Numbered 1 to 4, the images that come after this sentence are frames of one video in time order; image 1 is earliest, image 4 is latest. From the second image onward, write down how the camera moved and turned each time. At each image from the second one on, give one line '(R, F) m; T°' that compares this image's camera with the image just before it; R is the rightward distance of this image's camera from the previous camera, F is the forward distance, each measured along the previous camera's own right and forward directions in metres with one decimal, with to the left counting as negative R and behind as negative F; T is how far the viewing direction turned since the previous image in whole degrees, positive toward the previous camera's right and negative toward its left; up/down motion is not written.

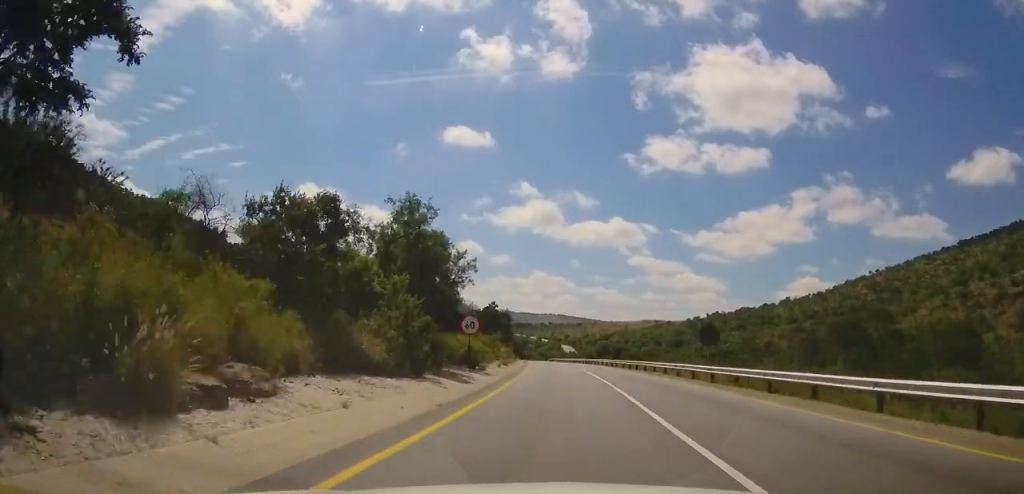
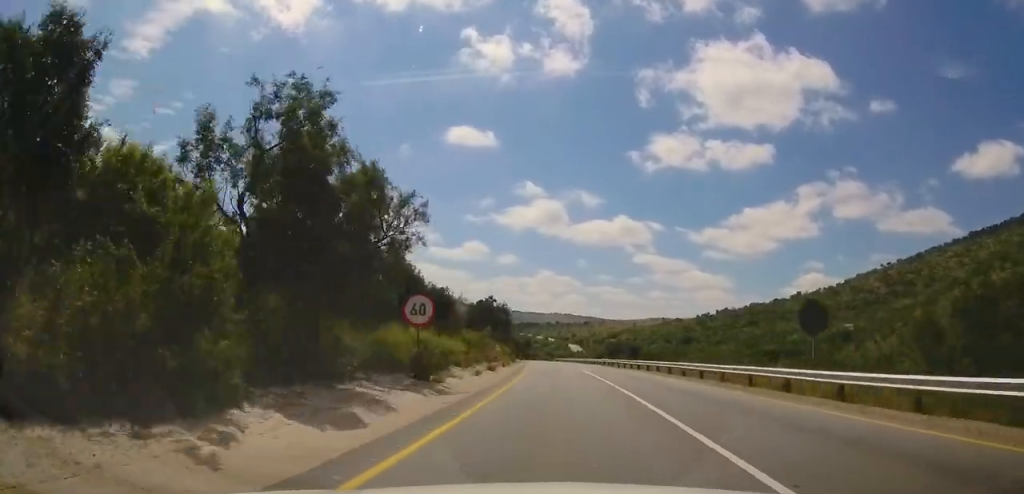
(+0.1, +13.0) m; 0°
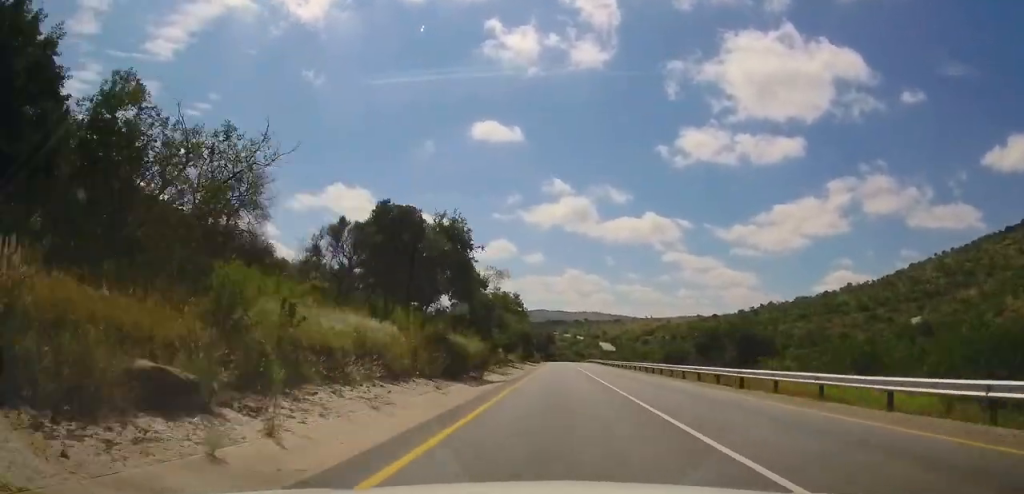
(-1.6, +51.9) m; -3°
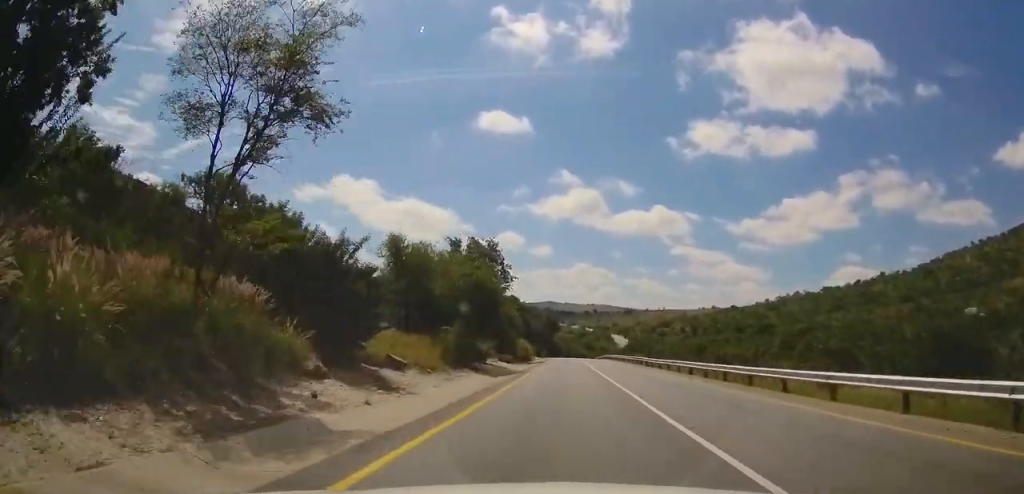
(0.0, +46.1) m; 0°
